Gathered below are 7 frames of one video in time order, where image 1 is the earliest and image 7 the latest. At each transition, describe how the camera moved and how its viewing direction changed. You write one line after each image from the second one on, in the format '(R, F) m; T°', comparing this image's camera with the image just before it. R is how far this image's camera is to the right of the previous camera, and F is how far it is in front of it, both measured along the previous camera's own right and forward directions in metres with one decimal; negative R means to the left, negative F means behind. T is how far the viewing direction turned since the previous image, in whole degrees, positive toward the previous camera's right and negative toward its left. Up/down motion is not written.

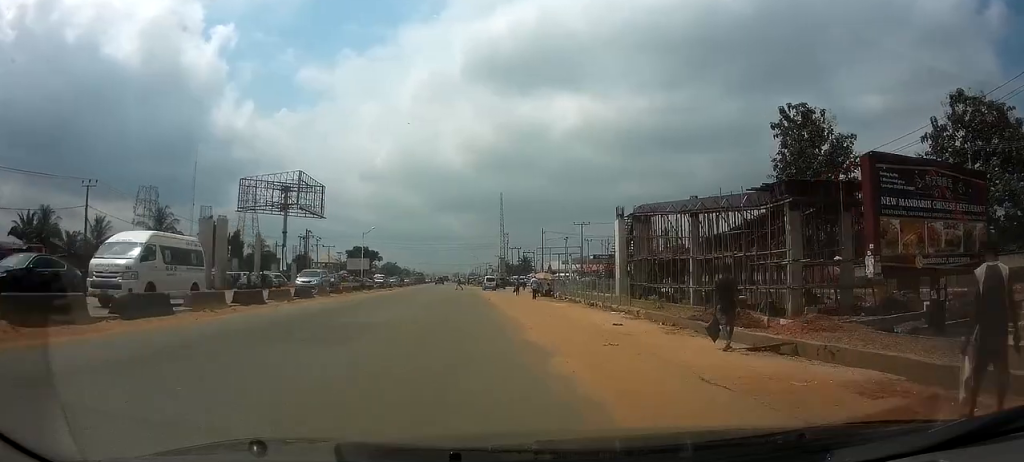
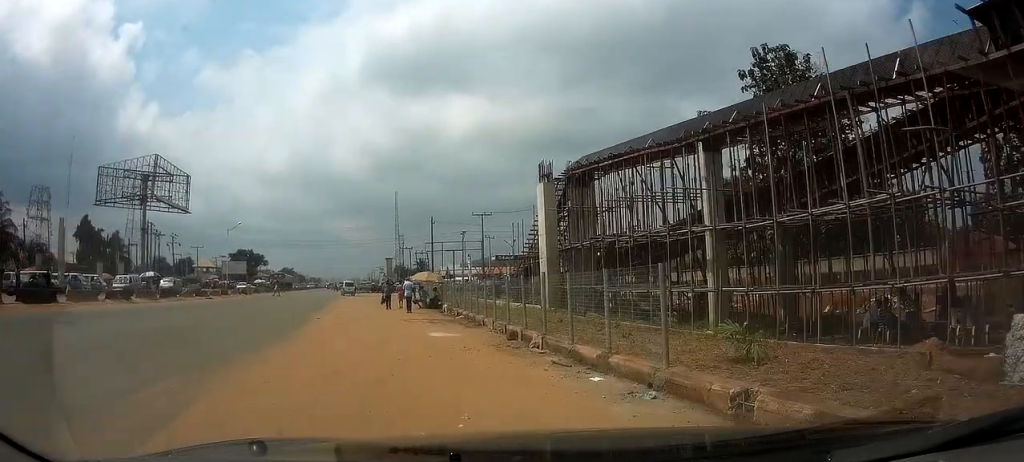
(+2.0, +18.7) m; +11°
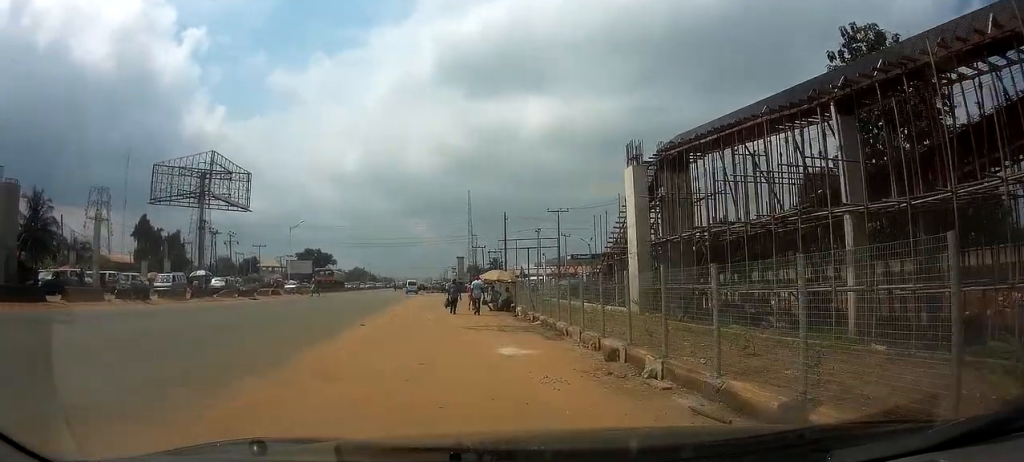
(-0.2, +3.8) m; -8°
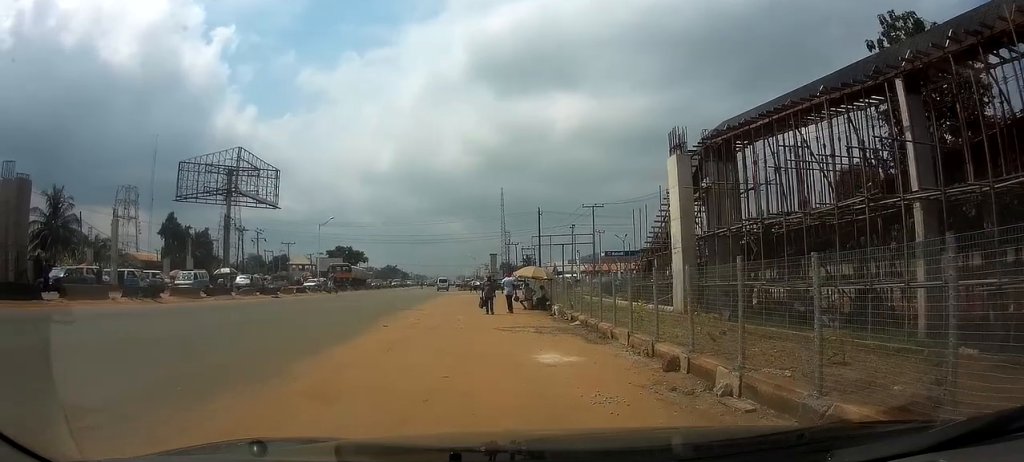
(-0.1, +1.3) m; -5°
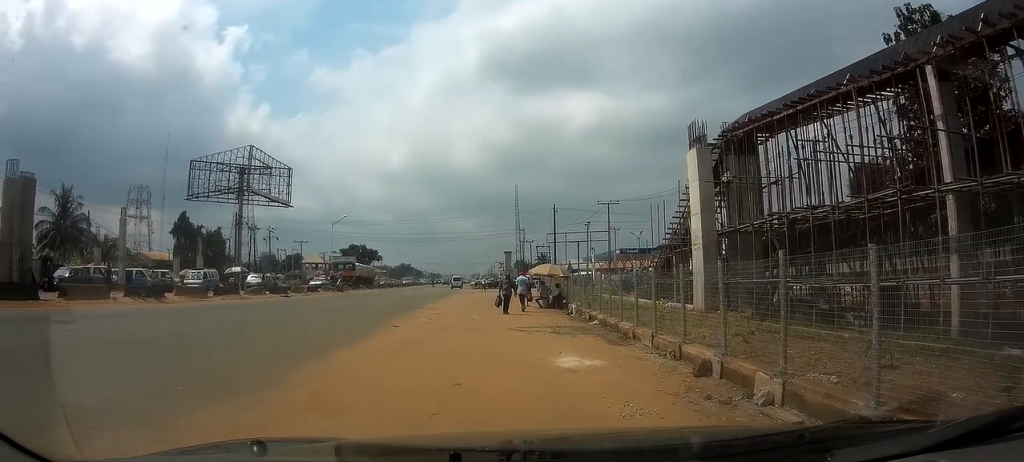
(0.0, +0.6) m; -1°
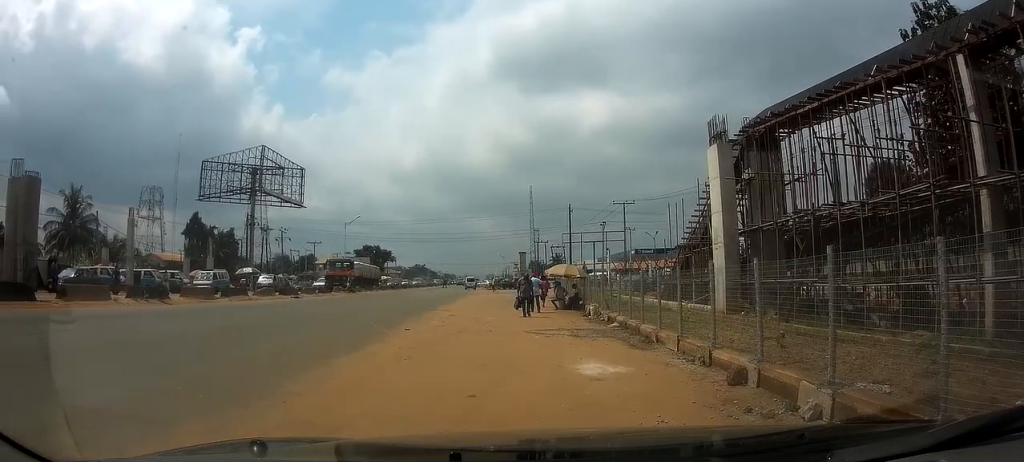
(0.0, +0.7) m; 0°
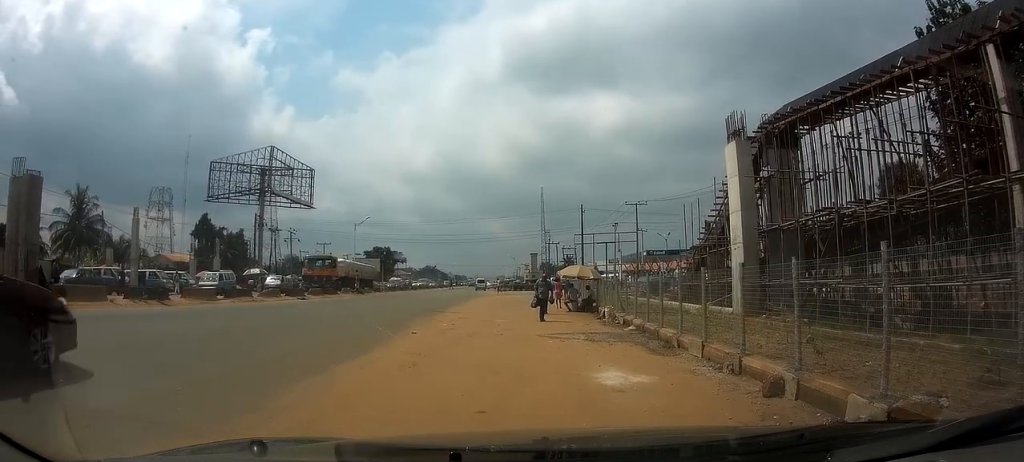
(-0.1, +0.6) m; 0°
